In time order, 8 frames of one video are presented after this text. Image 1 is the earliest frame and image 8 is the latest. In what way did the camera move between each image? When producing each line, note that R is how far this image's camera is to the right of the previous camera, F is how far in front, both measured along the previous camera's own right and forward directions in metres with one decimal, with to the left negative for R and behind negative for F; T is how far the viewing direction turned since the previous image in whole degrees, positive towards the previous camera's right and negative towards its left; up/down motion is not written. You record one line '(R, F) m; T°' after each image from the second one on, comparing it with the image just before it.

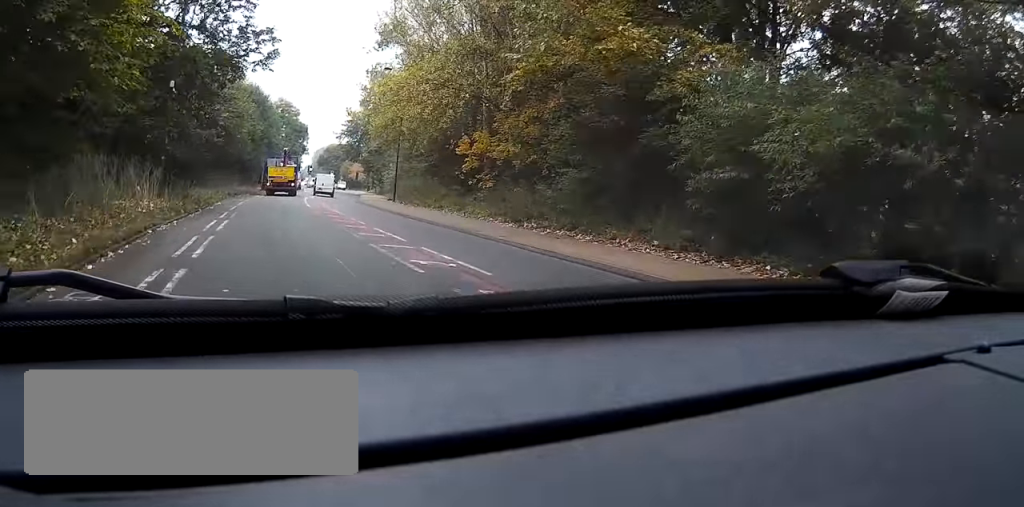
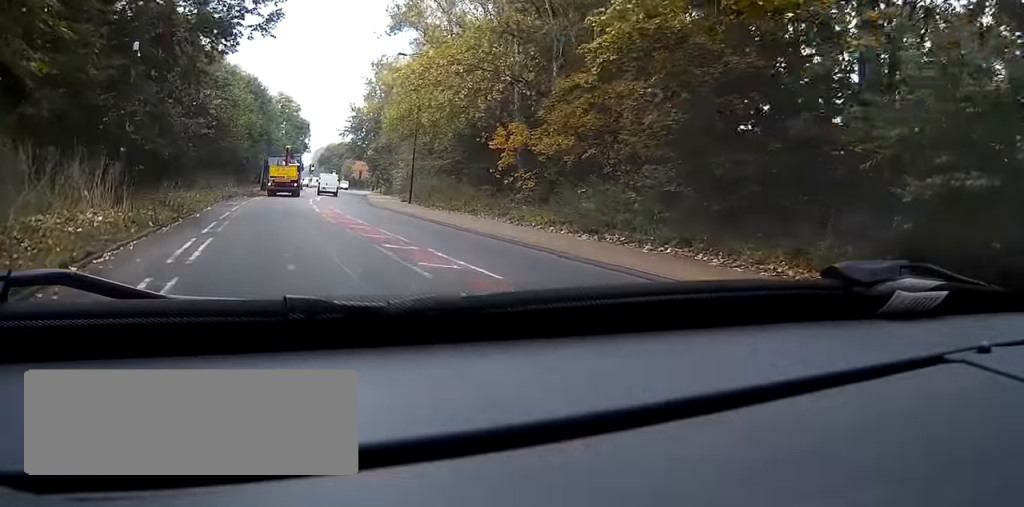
(+0.1, +6.5) m; +1°
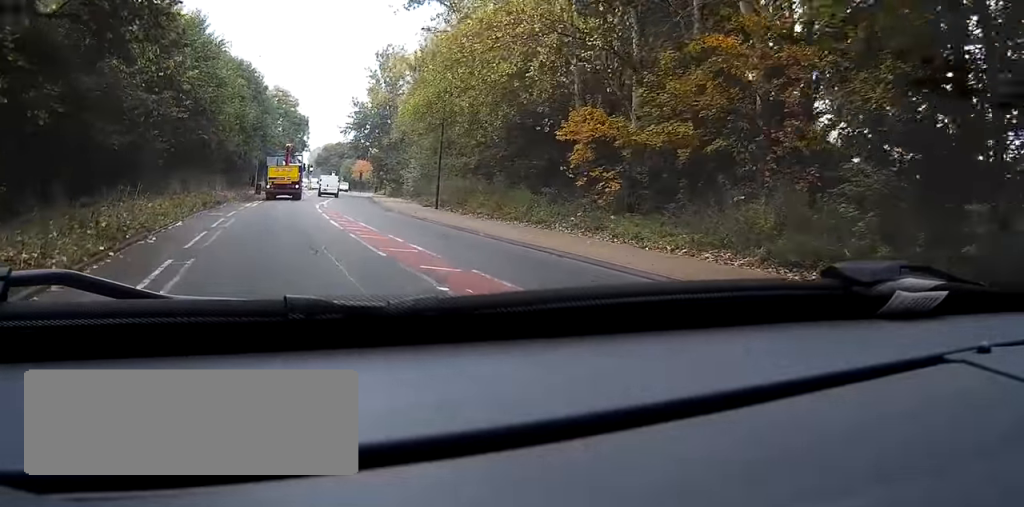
(+0.1, +9.3) m; +1°
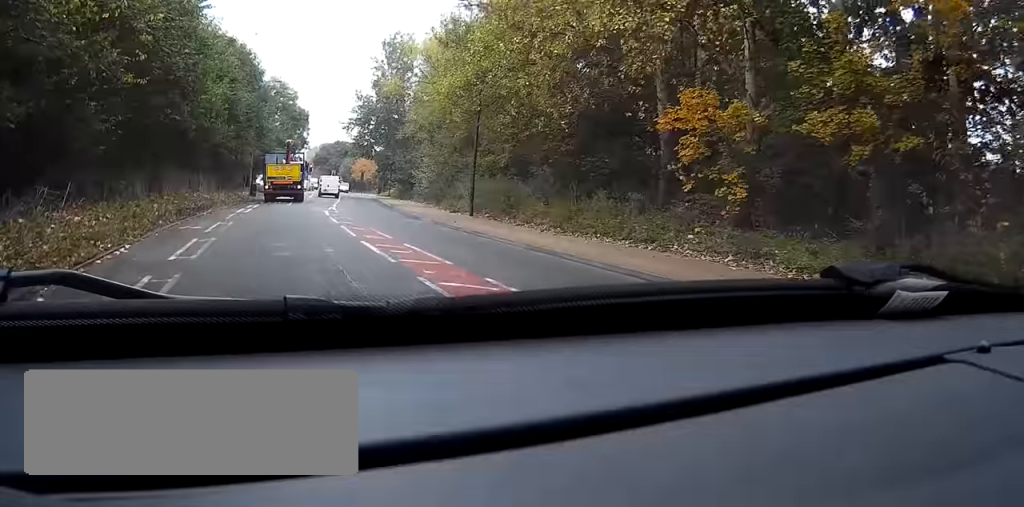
(+0.1, +8.1) m; +1°
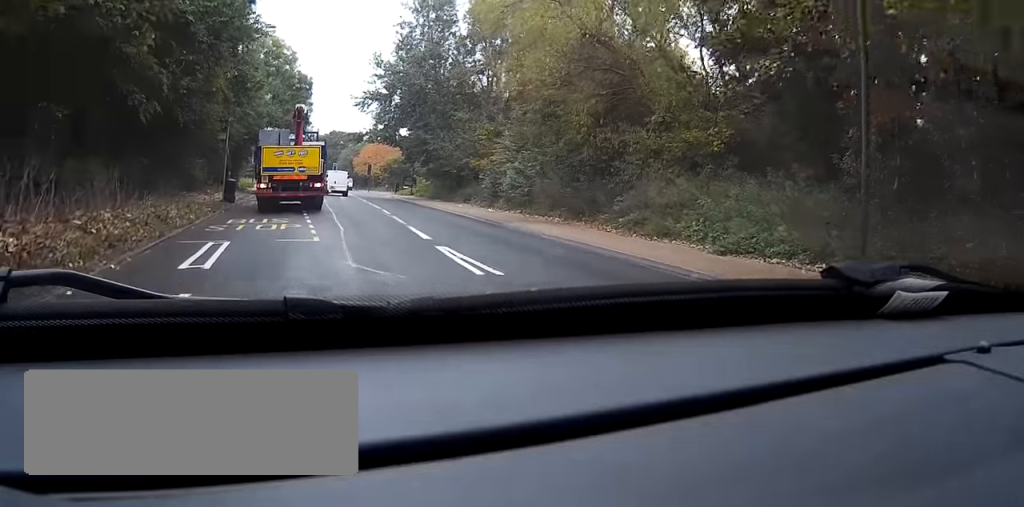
(+0.3, +26.4) m; +3°
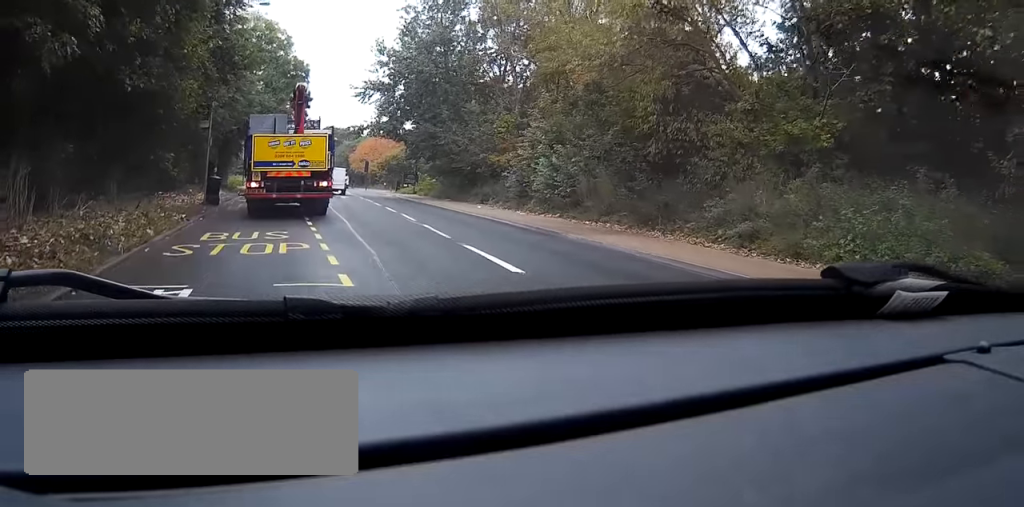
(+0.2, +6.9) m; +2°
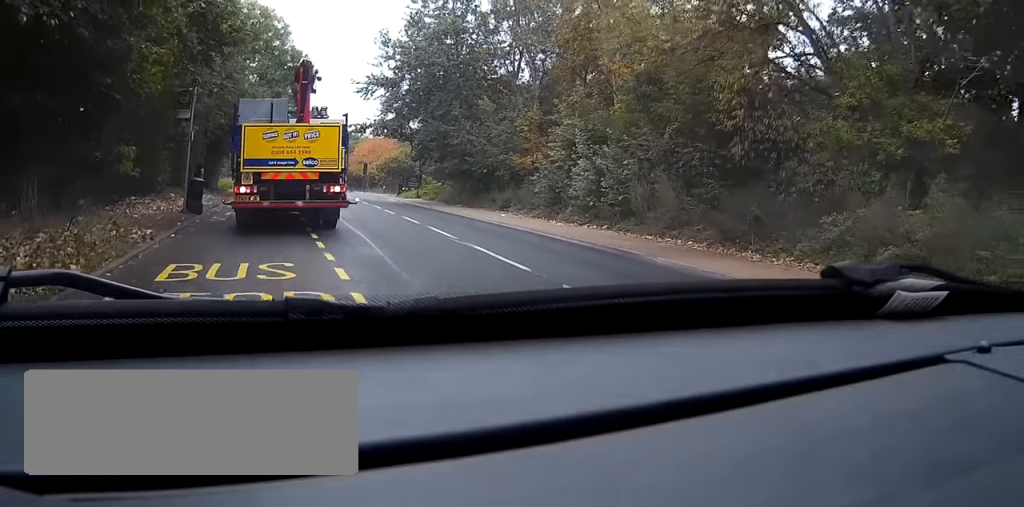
(+0.1, +6.2) m; +1°
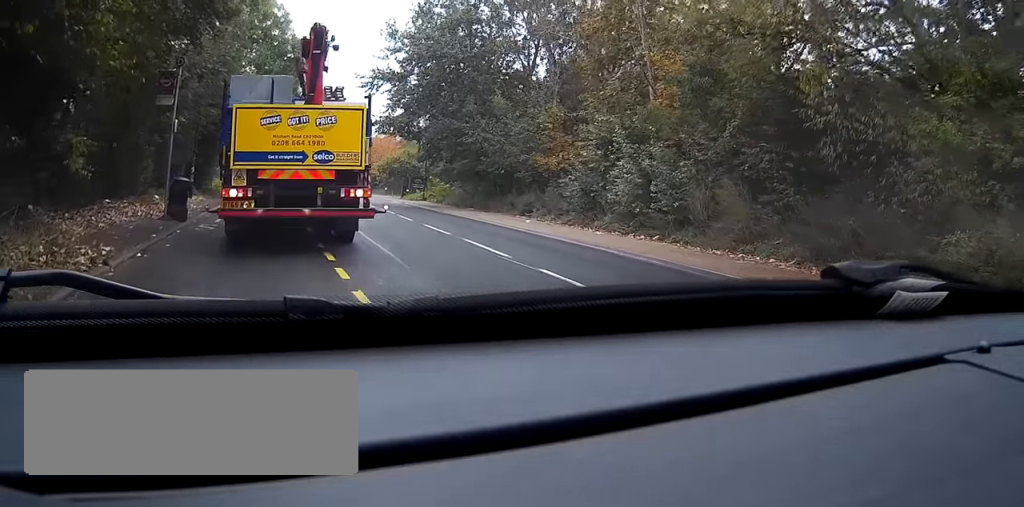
(0.0, +5.1) m; 0°
